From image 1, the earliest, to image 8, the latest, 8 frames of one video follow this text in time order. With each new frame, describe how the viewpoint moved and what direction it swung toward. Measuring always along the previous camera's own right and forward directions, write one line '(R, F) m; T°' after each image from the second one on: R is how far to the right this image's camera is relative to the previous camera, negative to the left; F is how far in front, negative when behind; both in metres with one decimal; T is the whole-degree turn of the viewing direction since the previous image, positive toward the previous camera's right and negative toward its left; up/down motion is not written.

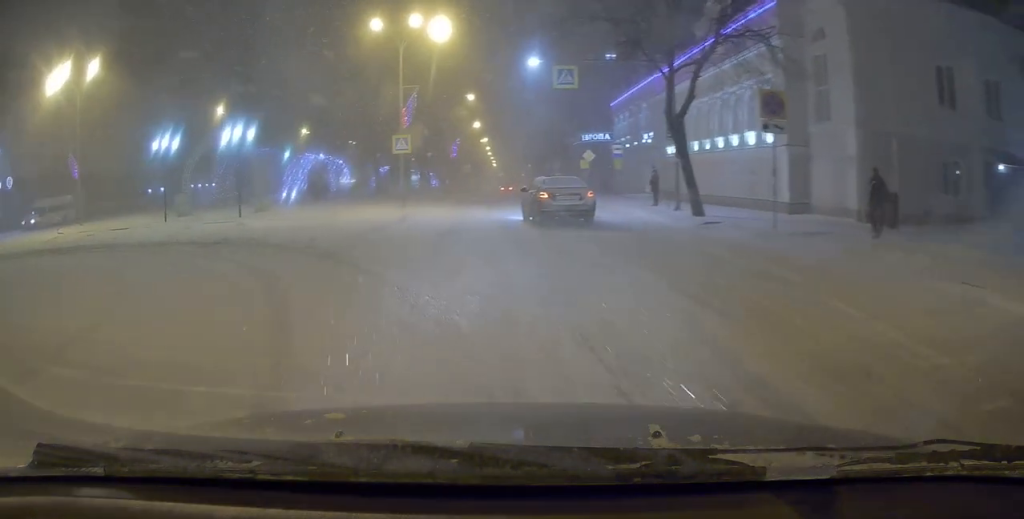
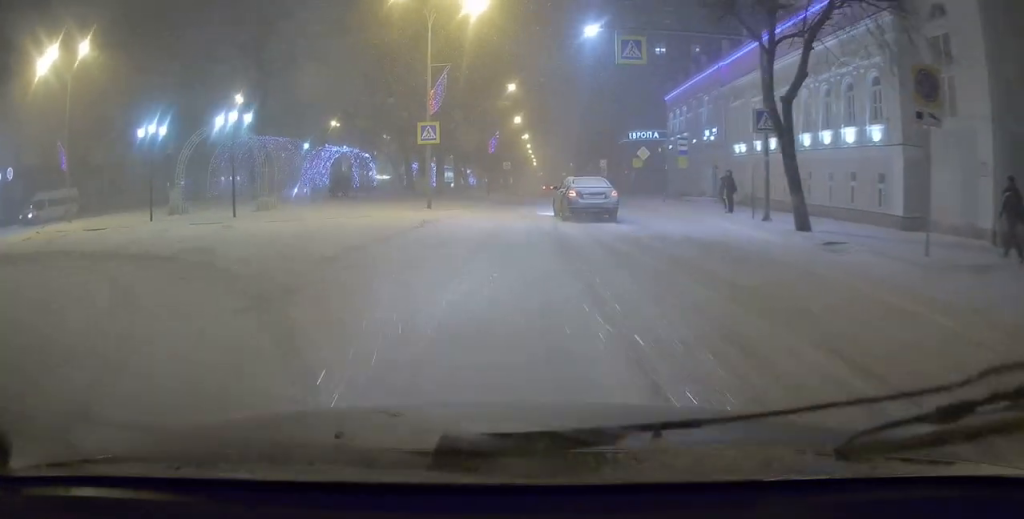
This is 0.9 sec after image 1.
(-0.2, +4.9) m; -7°
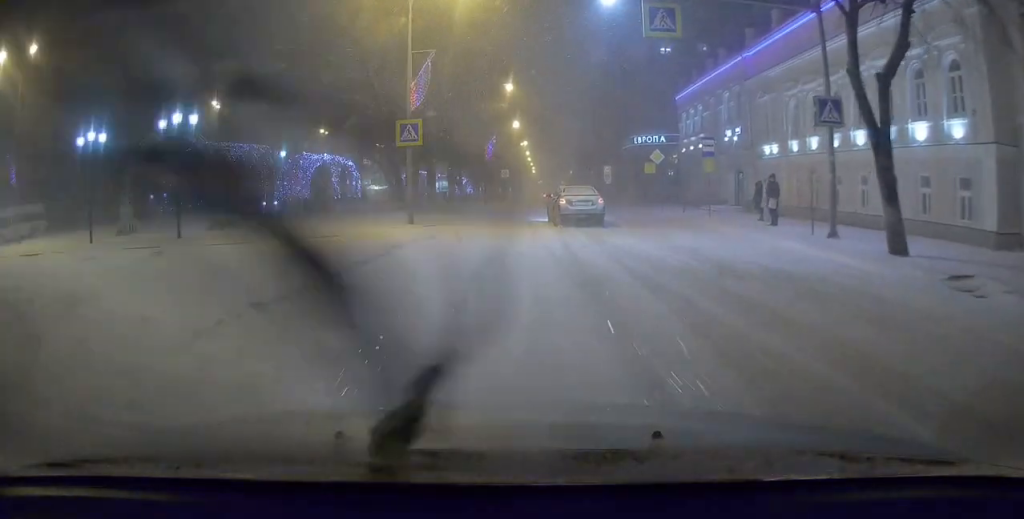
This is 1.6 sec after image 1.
(-0.3, +4.4) m; -2°
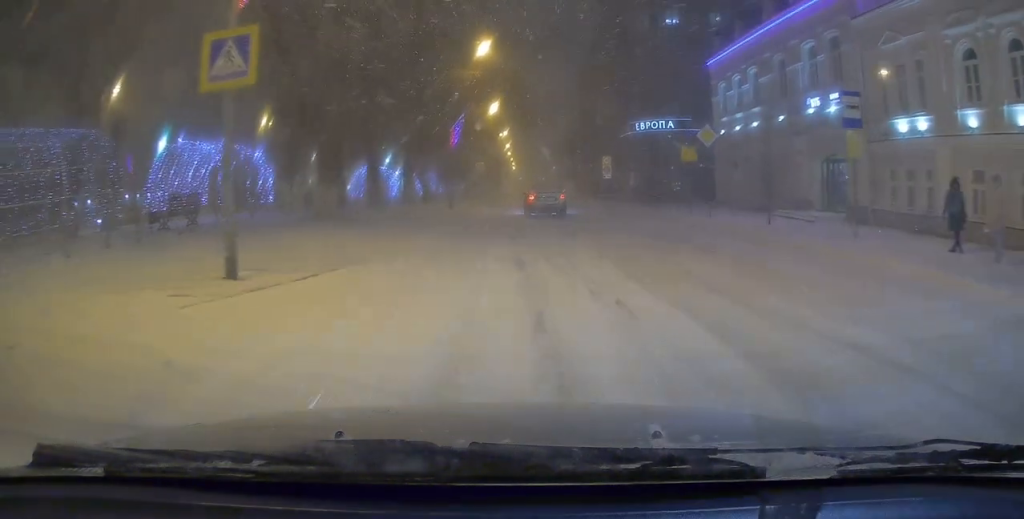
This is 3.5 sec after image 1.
(+0.3, +12.7) m; +4°
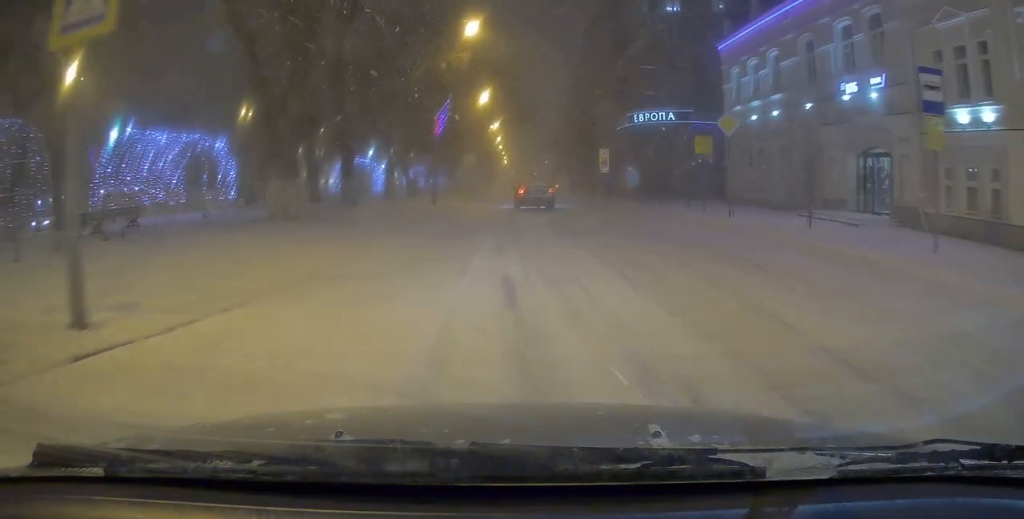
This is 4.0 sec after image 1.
(0.0, +3.3) m; +1°
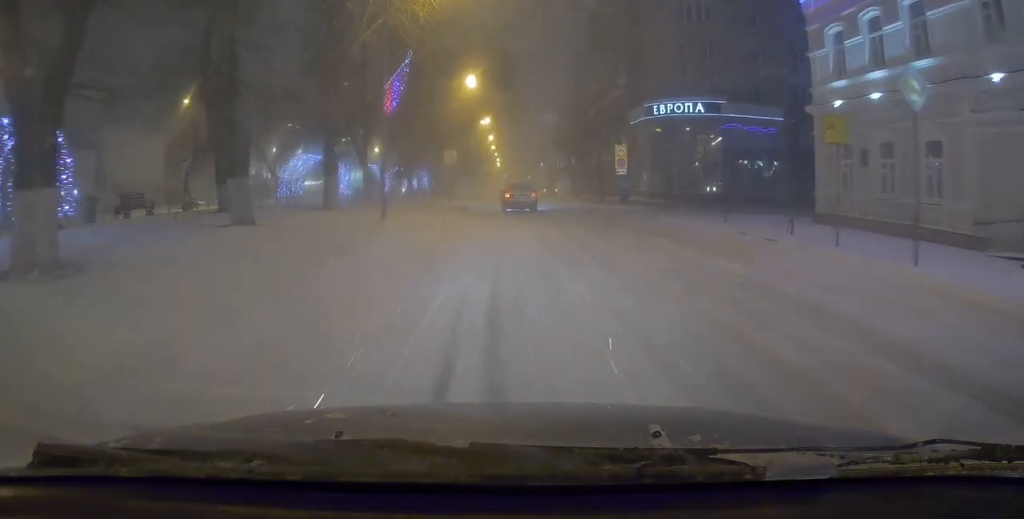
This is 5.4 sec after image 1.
(+0.4, +10.5) m; +3°
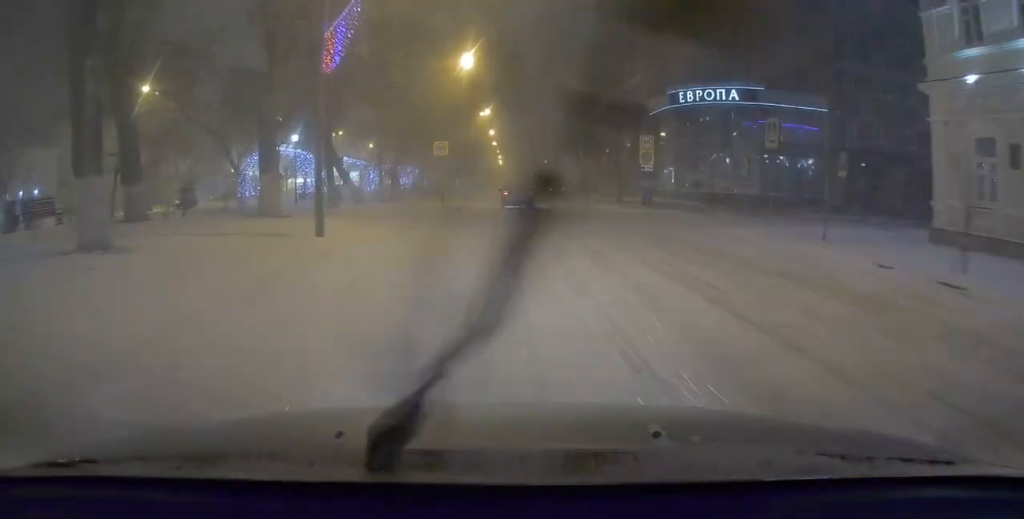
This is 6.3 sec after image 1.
(+0.1, +6.7) m; -1°
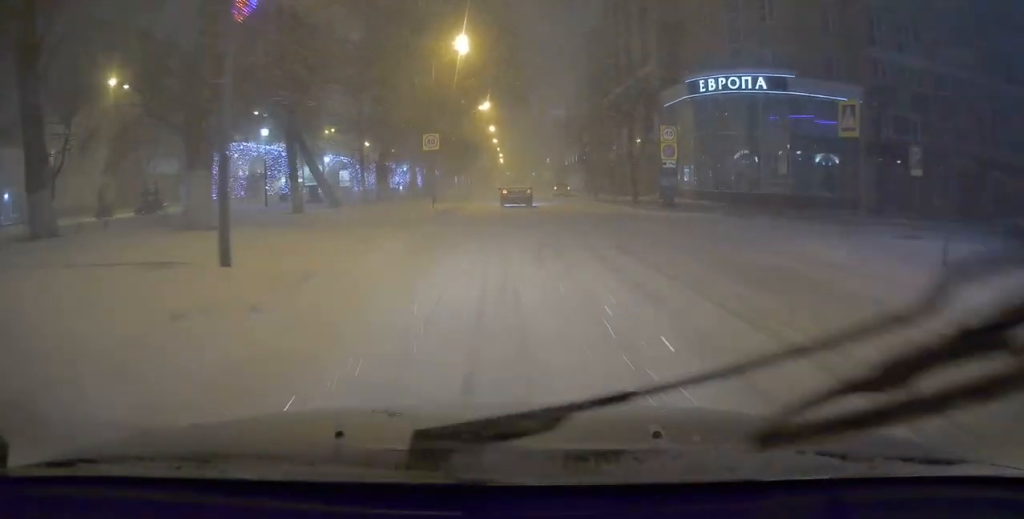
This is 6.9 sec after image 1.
(-0.1, +4.5) m; -1°
